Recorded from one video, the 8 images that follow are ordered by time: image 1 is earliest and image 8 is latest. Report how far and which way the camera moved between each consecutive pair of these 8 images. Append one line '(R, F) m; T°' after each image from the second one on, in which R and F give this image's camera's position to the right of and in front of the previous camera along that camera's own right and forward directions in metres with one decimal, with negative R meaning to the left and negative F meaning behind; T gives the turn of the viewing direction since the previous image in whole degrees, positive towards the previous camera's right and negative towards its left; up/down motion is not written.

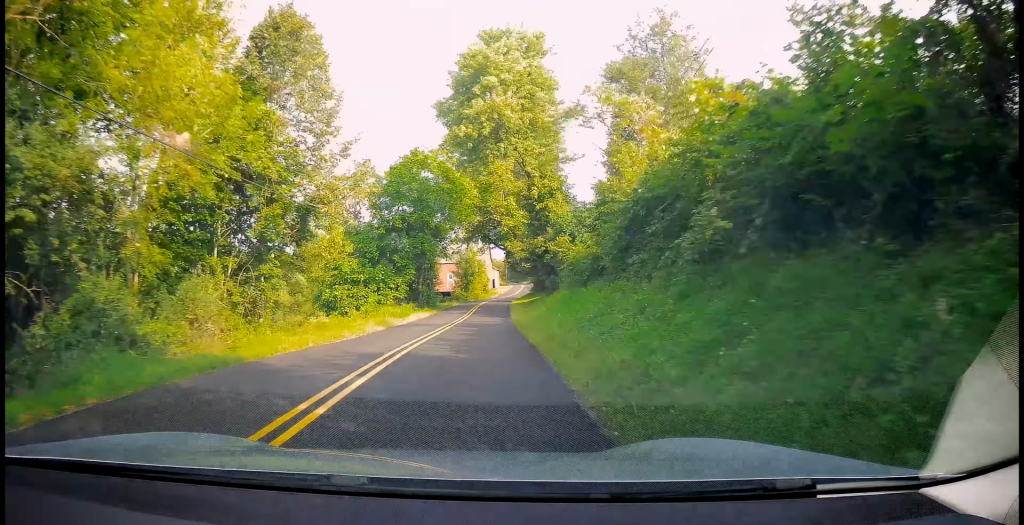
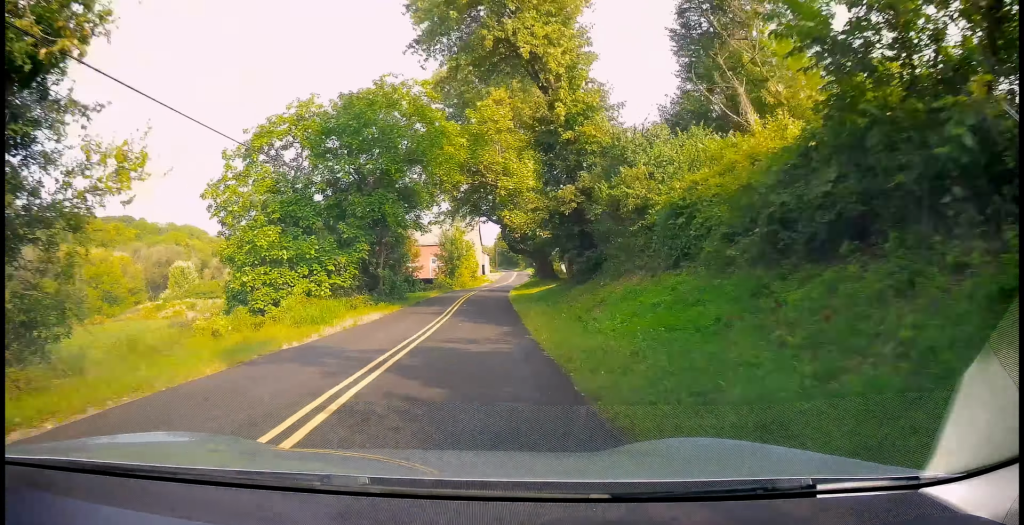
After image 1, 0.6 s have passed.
(-0.1, +15.8) m; +1°
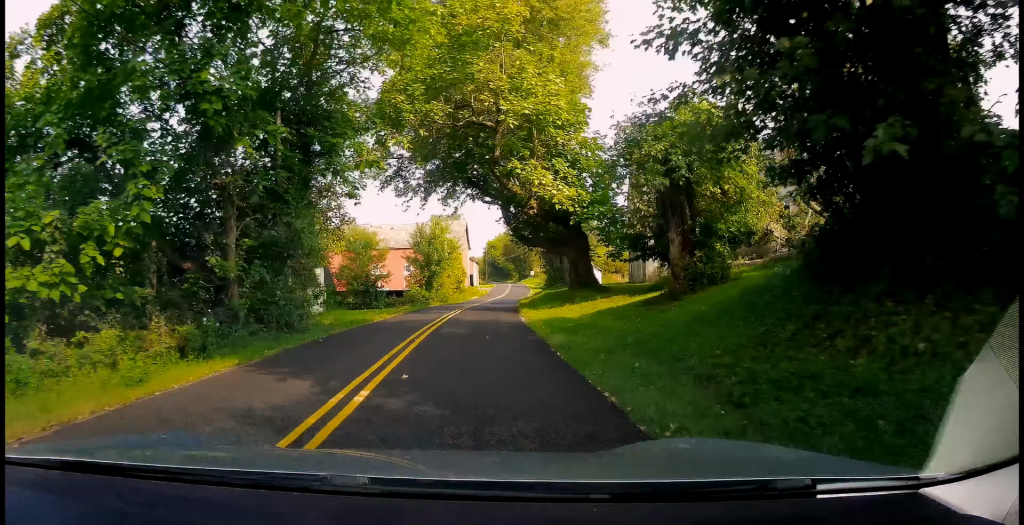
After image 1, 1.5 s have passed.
(+0.3, +21.1) m; +3°
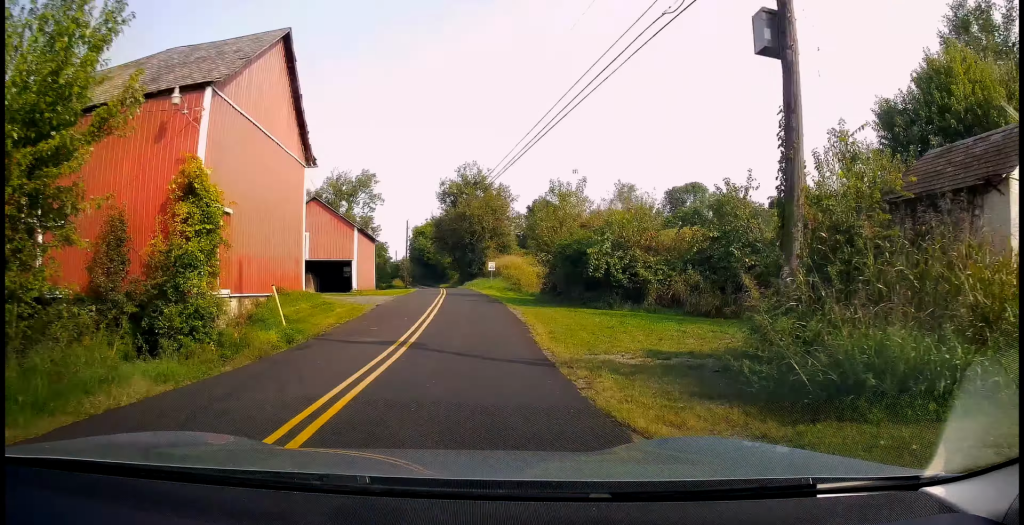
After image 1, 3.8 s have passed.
(+2.9, +62.0) m; +4°
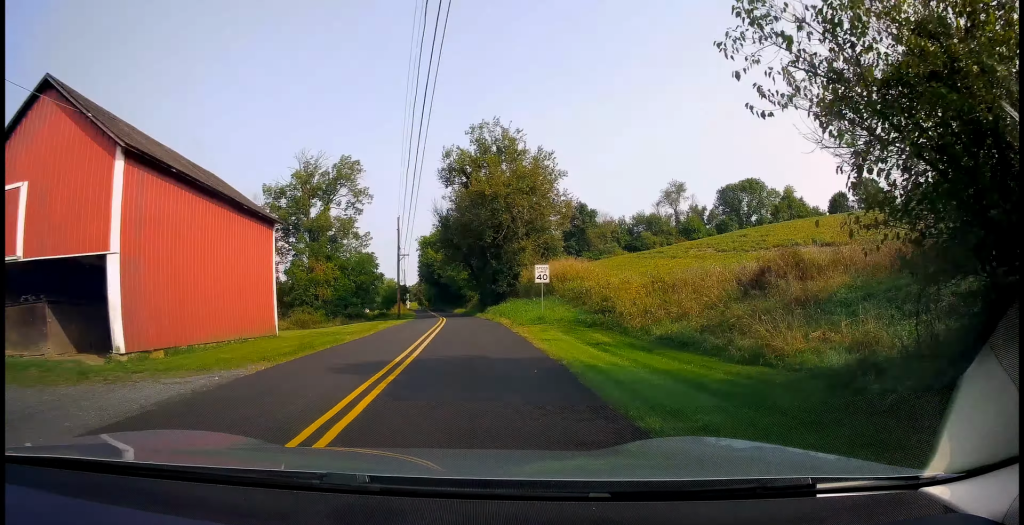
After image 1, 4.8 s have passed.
(+0.2, +29.7) m; -1°
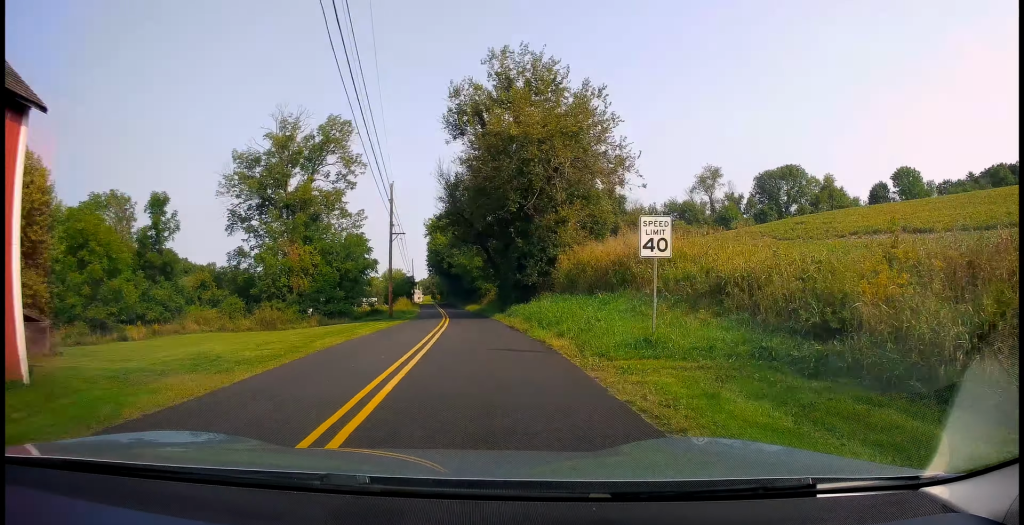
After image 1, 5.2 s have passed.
(-0.3, +14.2) m; -1°
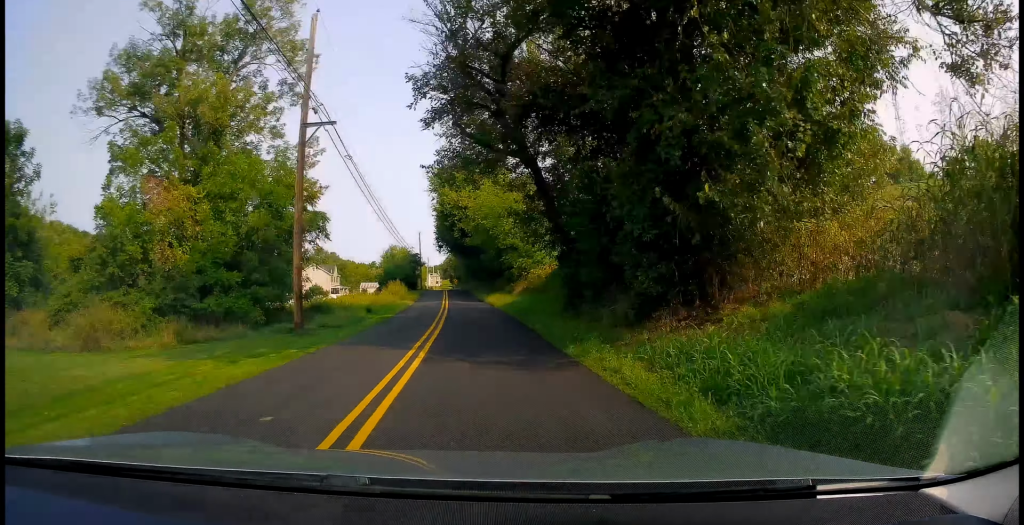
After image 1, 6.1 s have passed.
(-0.2, +26.6) m; -2°
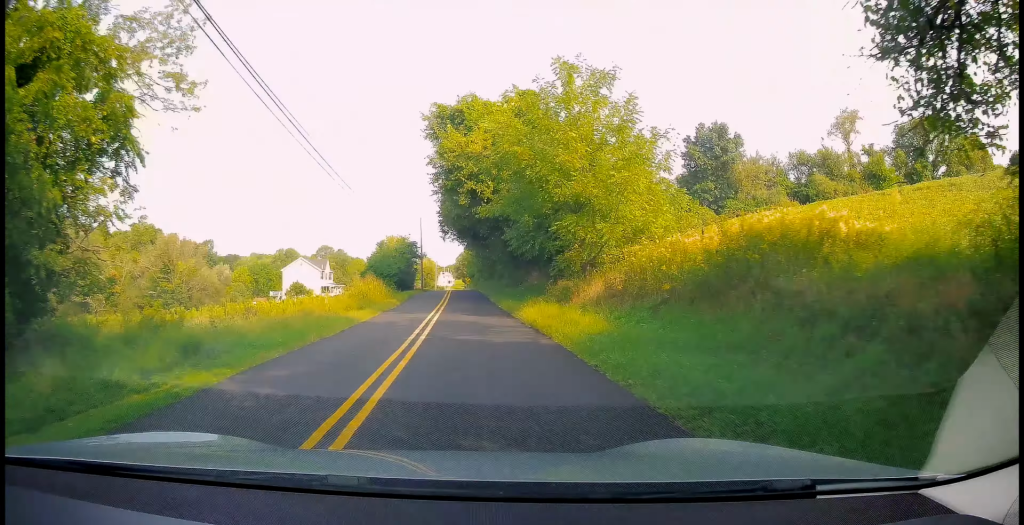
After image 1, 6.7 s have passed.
(-0.2, +21.3) m; -2°
